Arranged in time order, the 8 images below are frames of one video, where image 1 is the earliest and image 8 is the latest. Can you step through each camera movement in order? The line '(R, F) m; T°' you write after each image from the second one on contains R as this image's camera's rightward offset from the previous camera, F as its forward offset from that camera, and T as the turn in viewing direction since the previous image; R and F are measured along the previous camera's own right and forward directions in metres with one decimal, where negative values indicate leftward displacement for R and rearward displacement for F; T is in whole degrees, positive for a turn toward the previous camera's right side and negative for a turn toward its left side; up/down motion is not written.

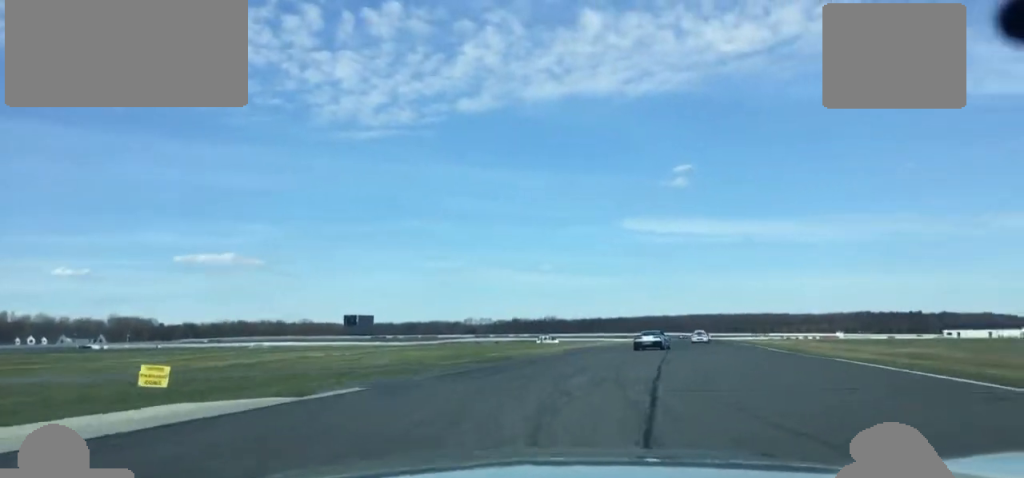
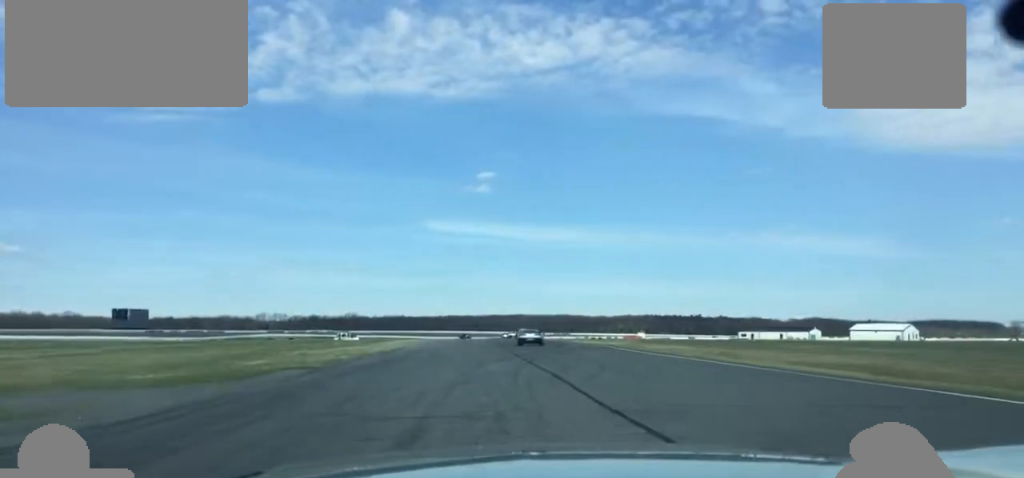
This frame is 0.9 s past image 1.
(+1.7, +21.1) m; +13°
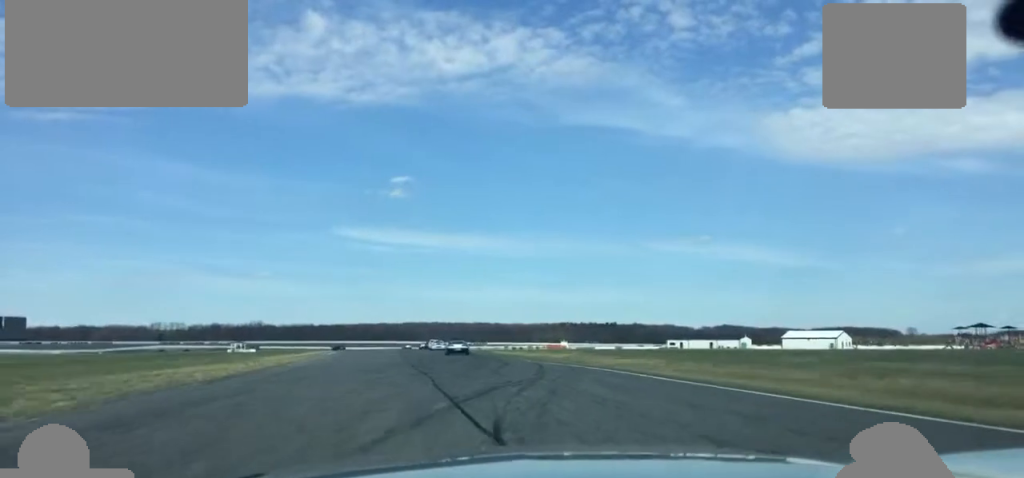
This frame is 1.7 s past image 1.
(+3.0, +21.5) m; +6°
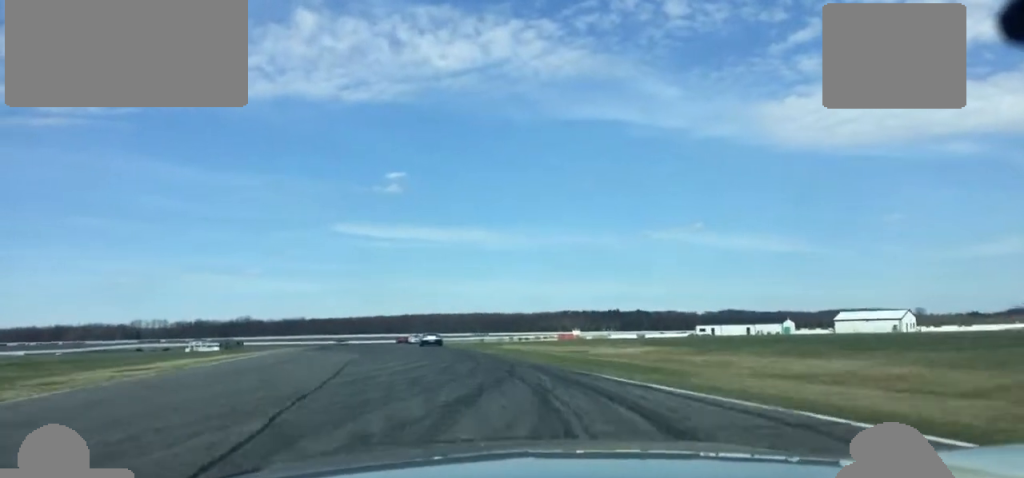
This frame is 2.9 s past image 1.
(0.0, +35.3) m; -2°
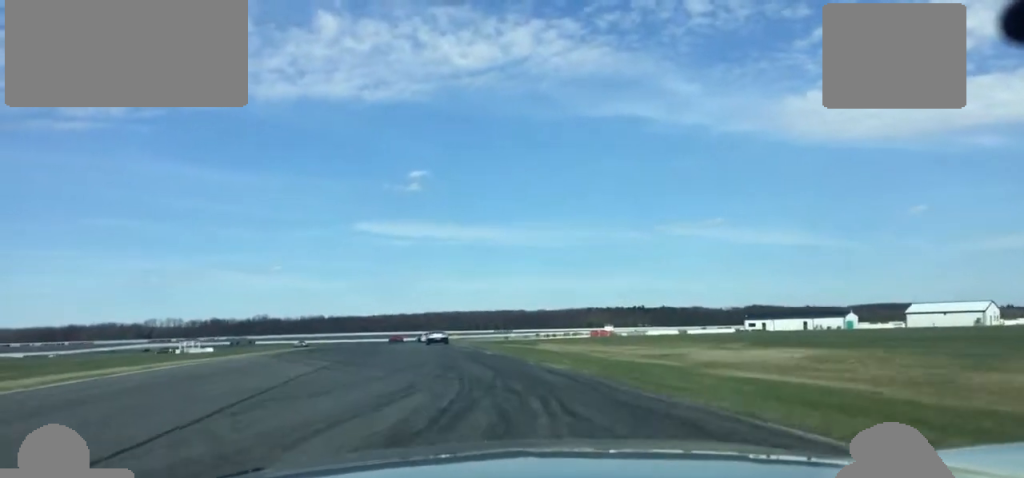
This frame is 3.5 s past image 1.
(-0.6, +20.9) m; -1°
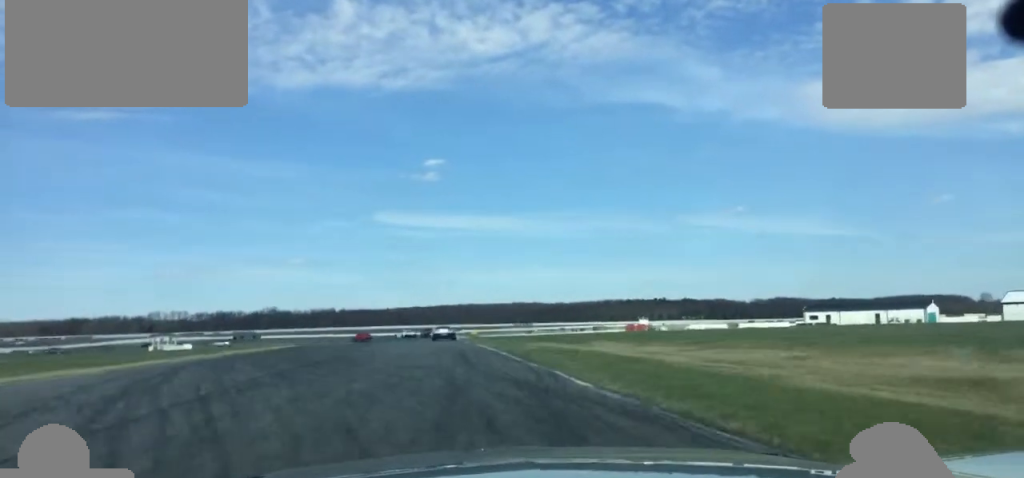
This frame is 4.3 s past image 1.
(-0.1, +23.2) m; 0°
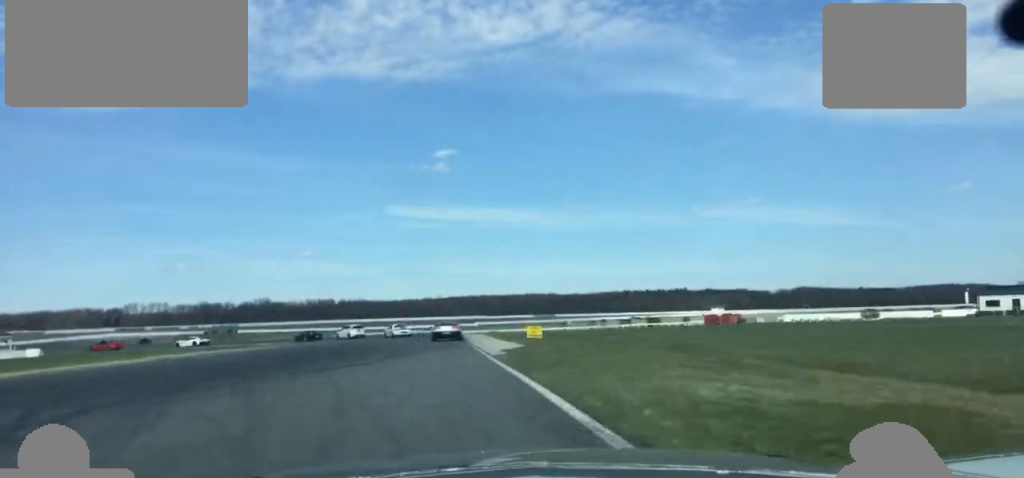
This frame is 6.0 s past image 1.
(+0.6, +53.9) m; 0°
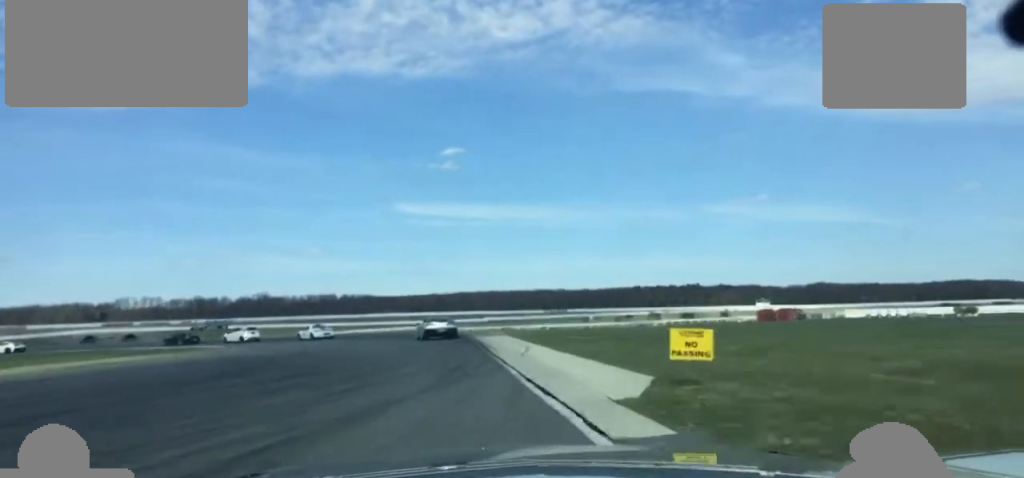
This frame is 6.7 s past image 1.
(-0.1, +21.1) m; -2°
